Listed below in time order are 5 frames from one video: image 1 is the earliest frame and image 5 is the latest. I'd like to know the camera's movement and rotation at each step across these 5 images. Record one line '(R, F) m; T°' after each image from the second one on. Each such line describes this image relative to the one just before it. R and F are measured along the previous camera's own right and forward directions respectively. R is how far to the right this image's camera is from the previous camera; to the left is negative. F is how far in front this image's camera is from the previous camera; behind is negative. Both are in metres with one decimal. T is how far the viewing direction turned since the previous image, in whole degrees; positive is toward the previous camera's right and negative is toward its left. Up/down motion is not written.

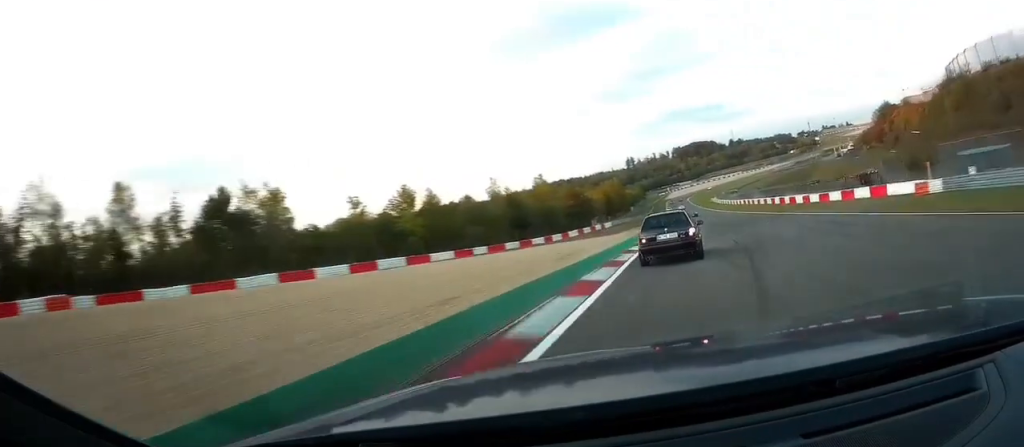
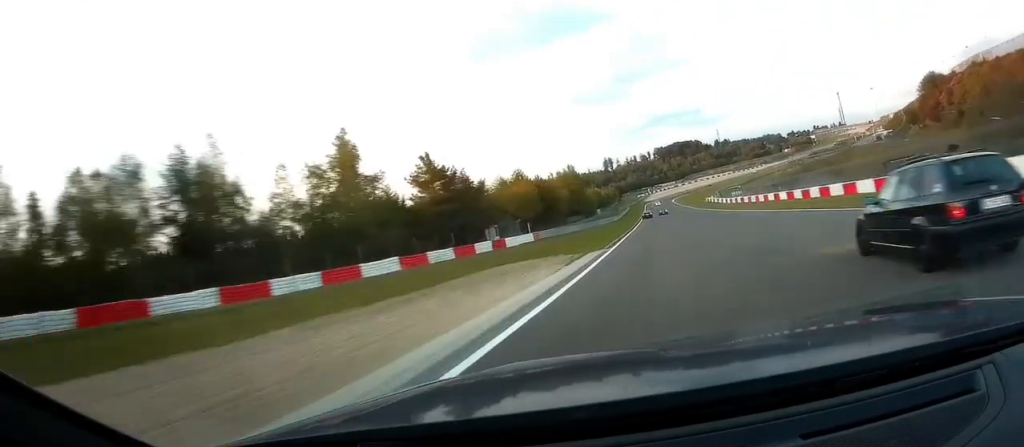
(+3.9, +58.1) m; +5°
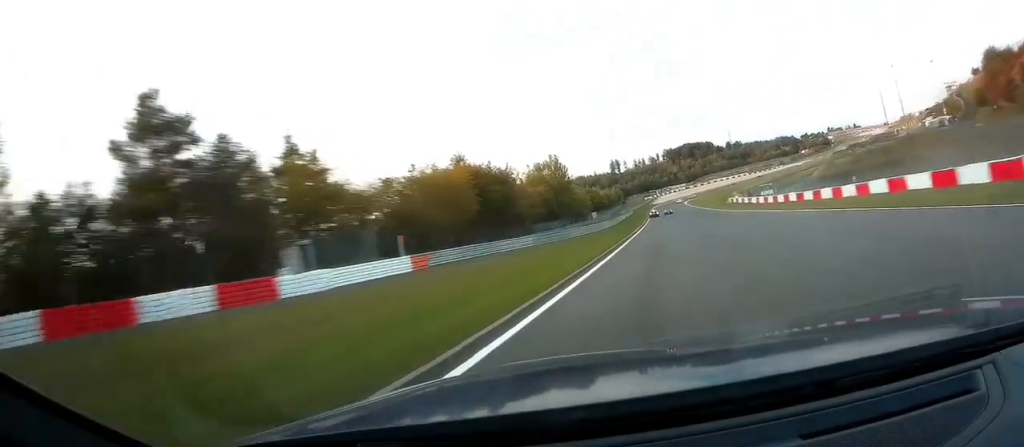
(-0.2, +35.2) m; 0°
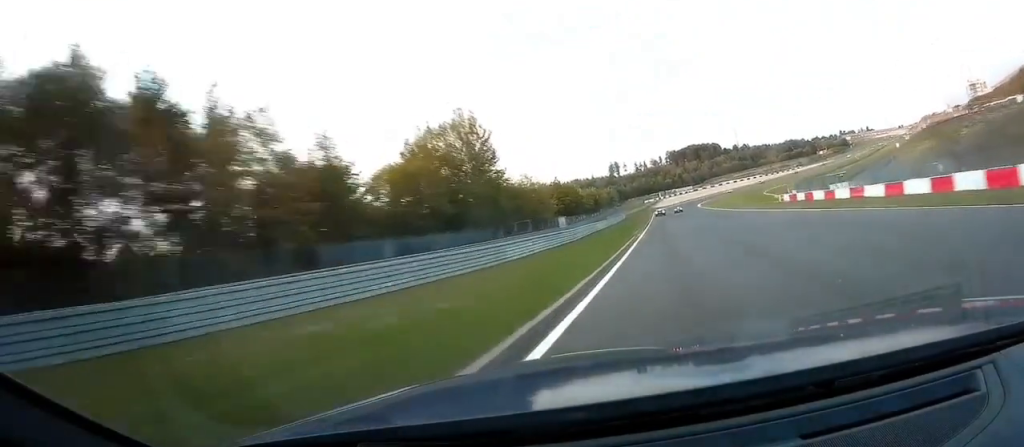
(-0.2, +52.7) m; 0°
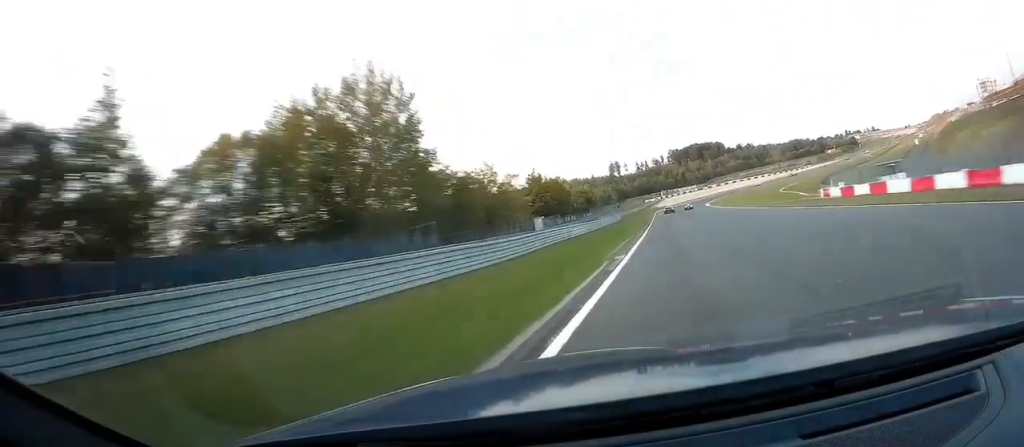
(0.0, +19.7) m; 0°
